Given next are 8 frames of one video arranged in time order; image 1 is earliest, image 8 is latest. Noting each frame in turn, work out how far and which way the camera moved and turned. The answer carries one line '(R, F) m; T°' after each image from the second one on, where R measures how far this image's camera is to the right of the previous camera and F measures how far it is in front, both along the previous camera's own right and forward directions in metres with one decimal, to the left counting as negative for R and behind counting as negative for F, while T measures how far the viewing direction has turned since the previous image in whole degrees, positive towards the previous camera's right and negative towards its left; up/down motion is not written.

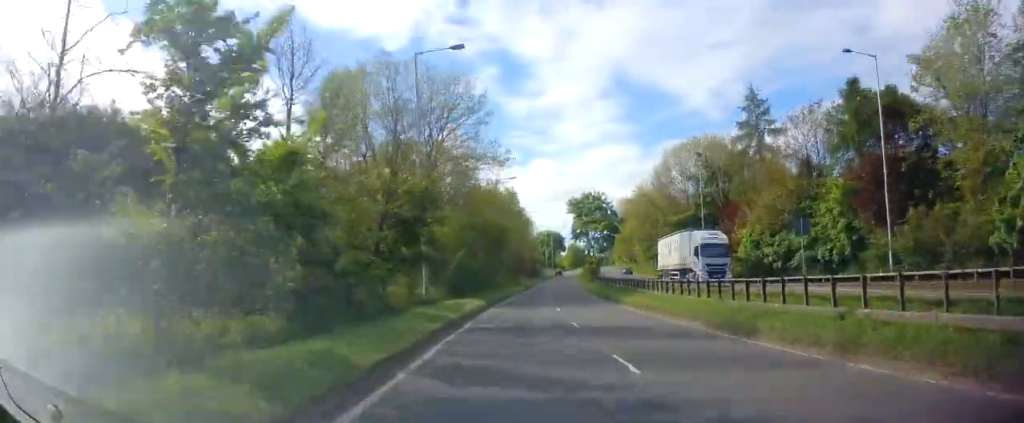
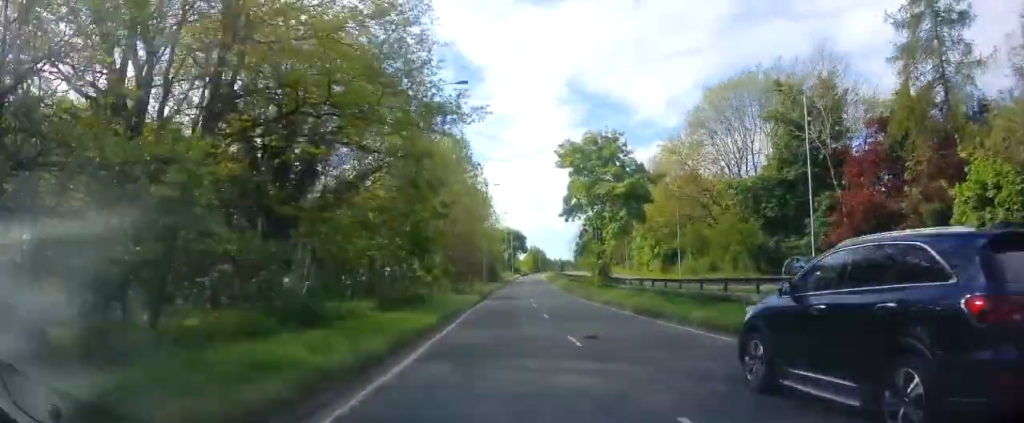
(+0.9, +31.1) m; +4°
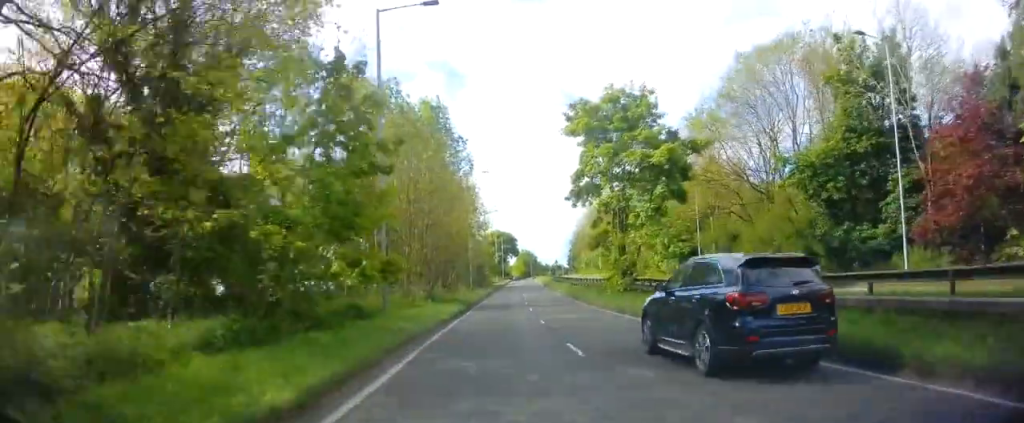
(+0.3, +10.2) m; +1°
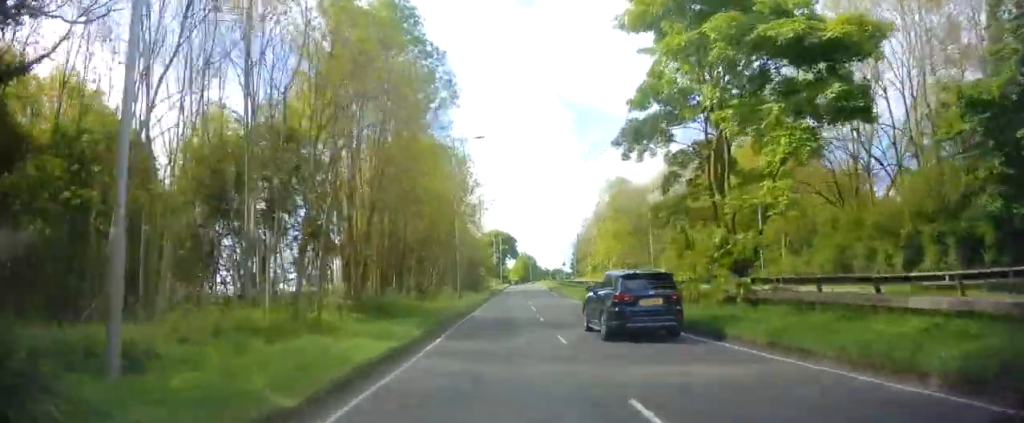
(+0.3, +14.9) m; +1°
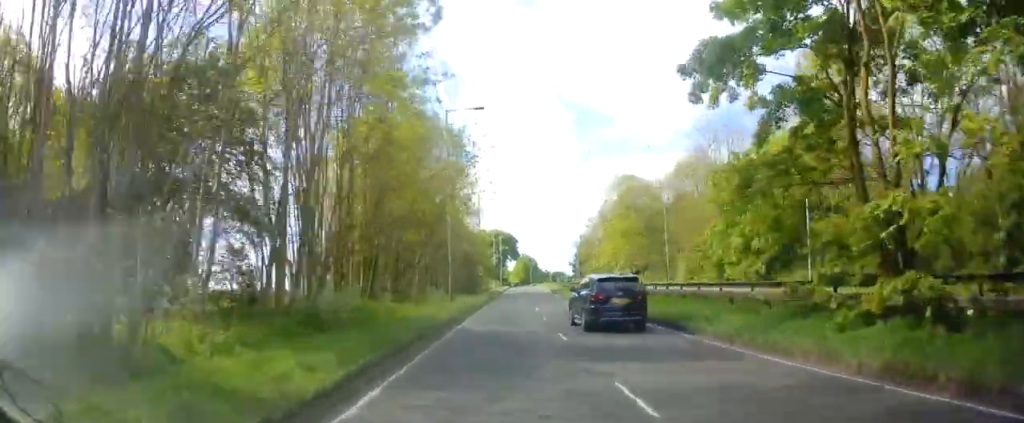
(0.0, +7.4) m; 0°
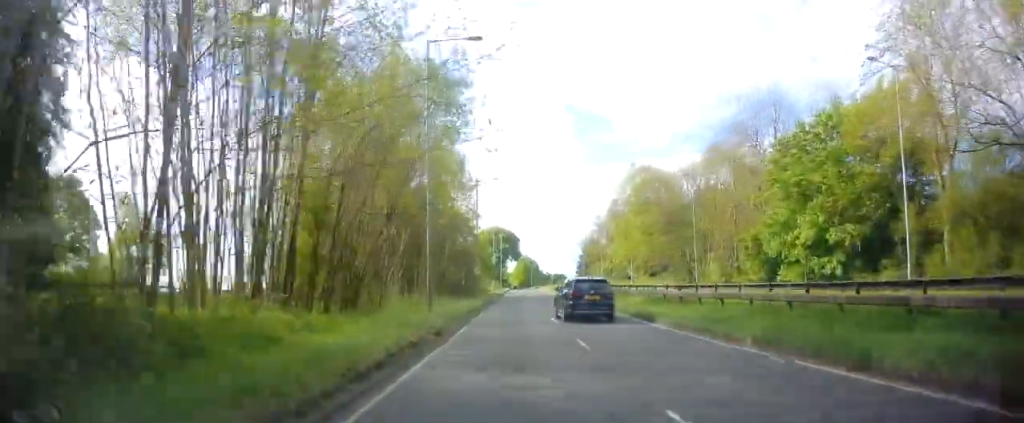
(0.0, +10.5) m; +1°
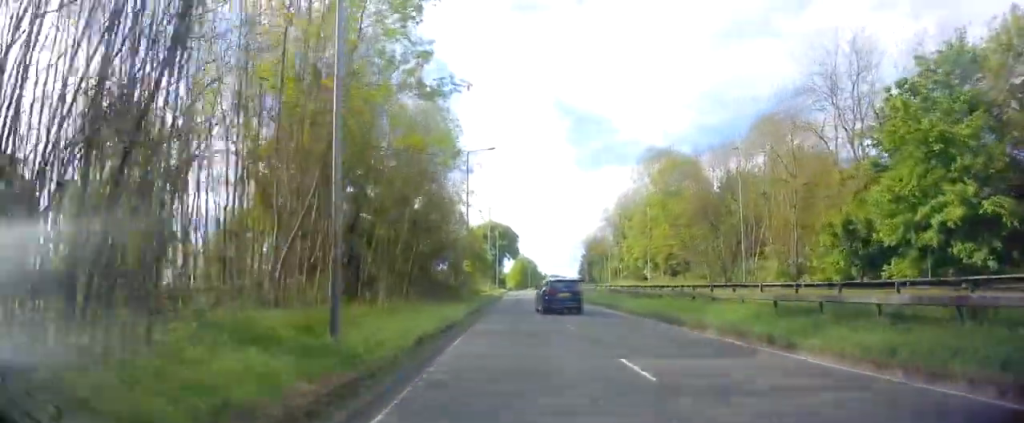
(+0.1, +13.1) m; +1°
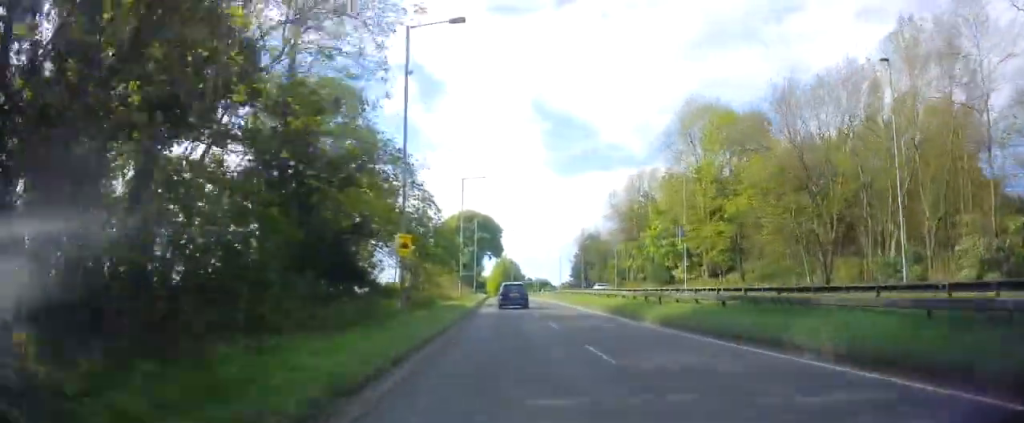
(+0.3, +23.8) m; +1°
